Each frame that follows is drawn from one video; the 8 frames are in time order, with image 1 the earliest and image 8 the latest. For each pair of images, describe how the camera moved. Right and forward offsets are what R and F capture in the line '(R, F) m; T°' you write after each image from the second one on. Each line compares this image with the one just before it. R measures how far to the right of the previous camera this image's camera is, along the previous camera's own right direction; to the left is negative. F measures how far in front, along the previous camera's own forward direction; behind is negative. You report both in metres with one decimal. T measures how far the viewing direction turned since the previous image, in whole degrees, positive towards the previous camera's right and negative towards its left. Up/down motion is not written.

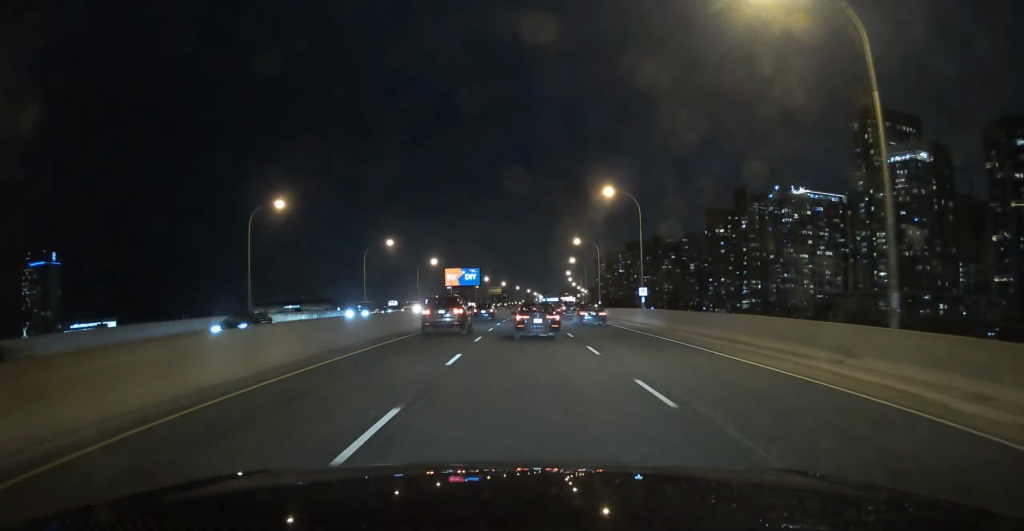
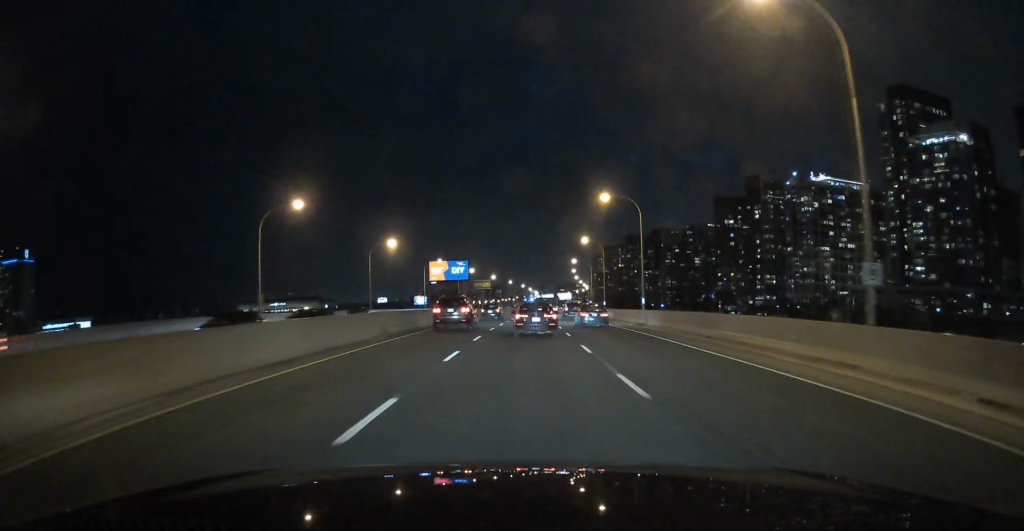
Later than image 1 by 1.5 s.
(+0.2, +36.2) m; +1°
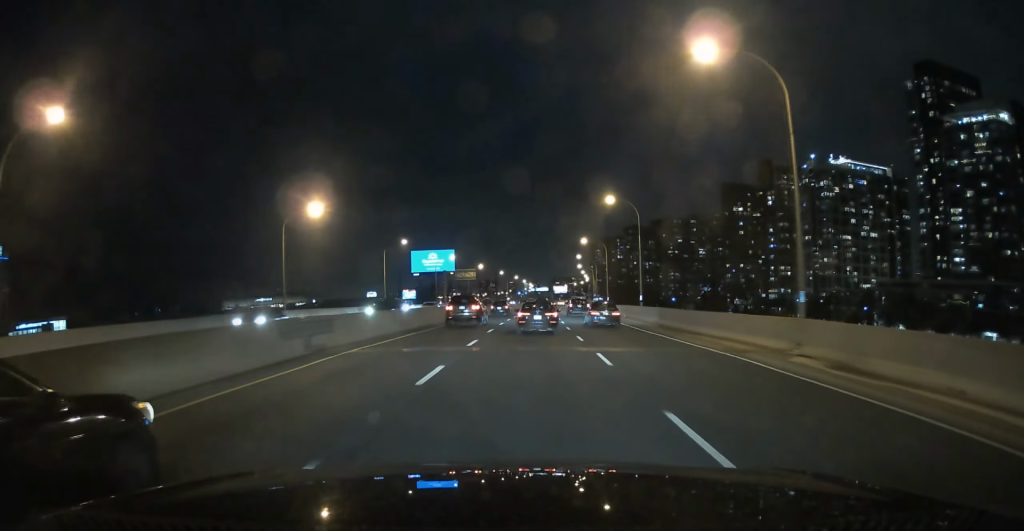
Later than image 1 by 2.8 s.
(-0.1, +31.5) m; +1°
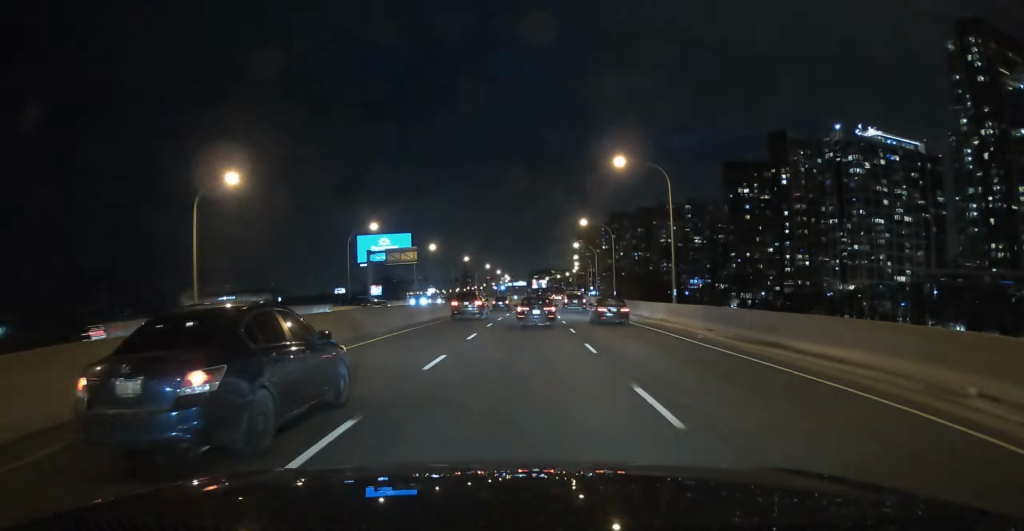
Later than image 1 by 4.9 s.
(+0.8, +52.1) m; +1°
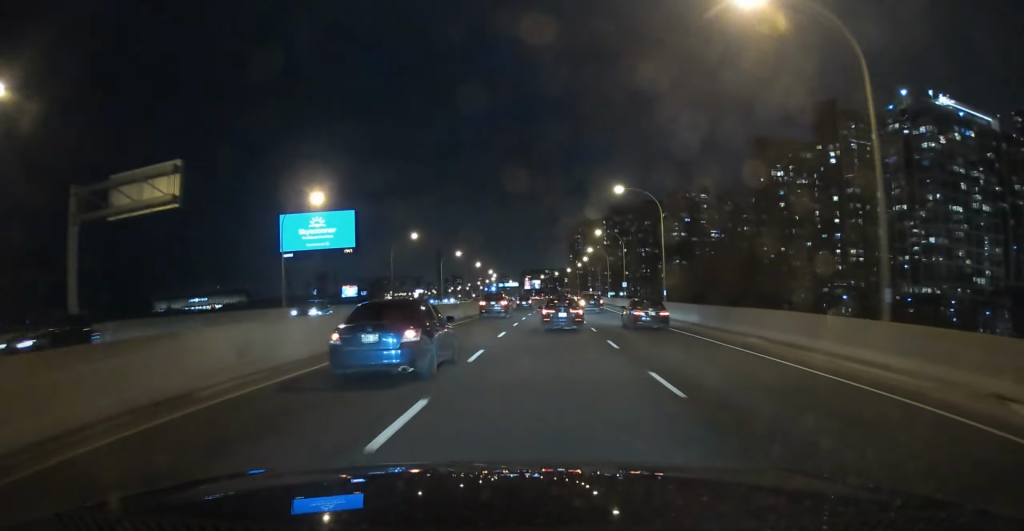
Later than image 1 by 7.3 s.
(+0.7, +60.8) m; +1°
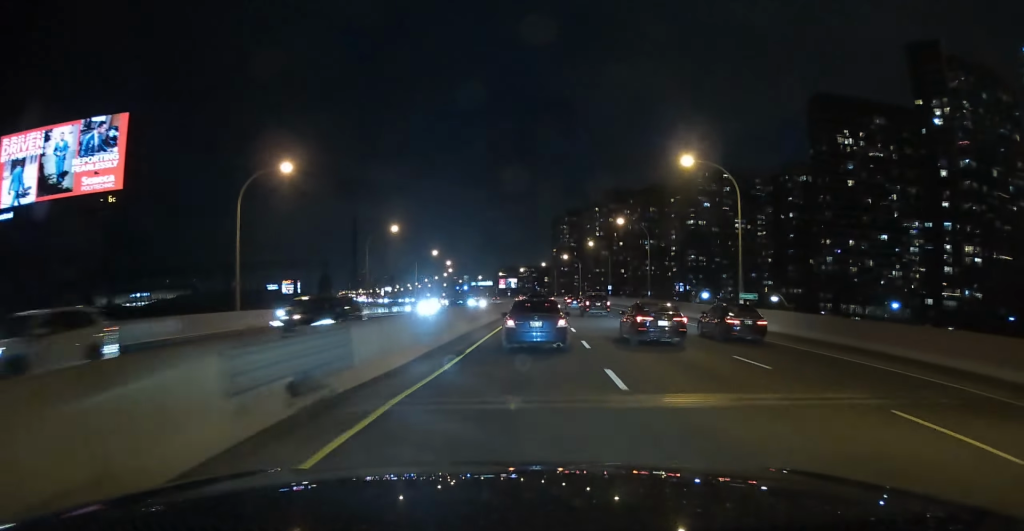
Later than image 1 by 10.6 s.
(+1.1, +84.6) m; +1°
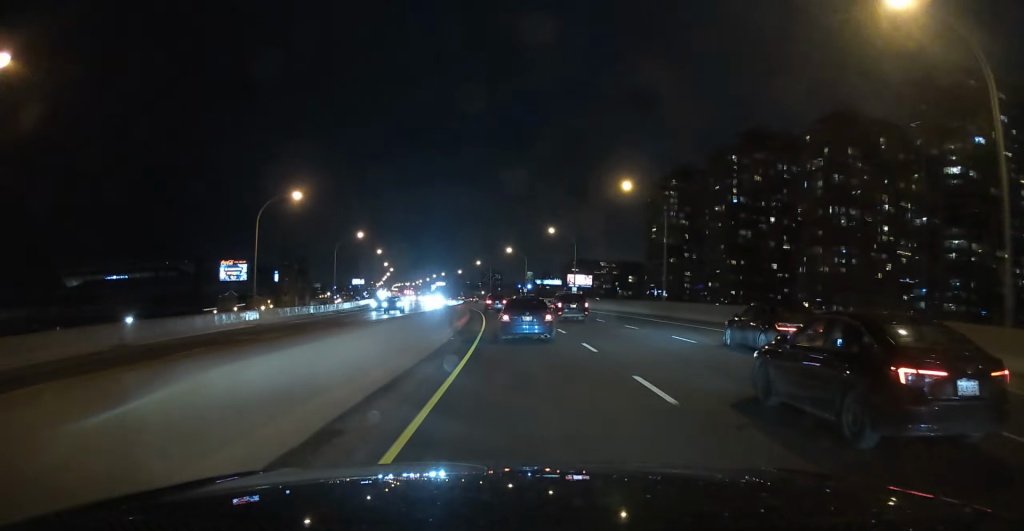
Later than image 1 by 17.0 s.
(-4.0, +173.1) m; -7°
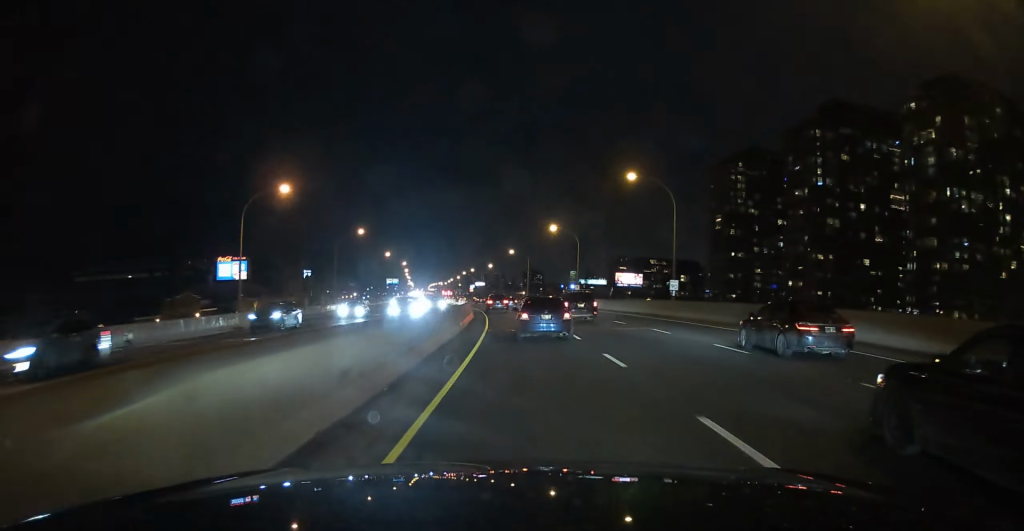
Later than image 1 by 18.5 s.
(-0.2, +40.6) m; -3°
